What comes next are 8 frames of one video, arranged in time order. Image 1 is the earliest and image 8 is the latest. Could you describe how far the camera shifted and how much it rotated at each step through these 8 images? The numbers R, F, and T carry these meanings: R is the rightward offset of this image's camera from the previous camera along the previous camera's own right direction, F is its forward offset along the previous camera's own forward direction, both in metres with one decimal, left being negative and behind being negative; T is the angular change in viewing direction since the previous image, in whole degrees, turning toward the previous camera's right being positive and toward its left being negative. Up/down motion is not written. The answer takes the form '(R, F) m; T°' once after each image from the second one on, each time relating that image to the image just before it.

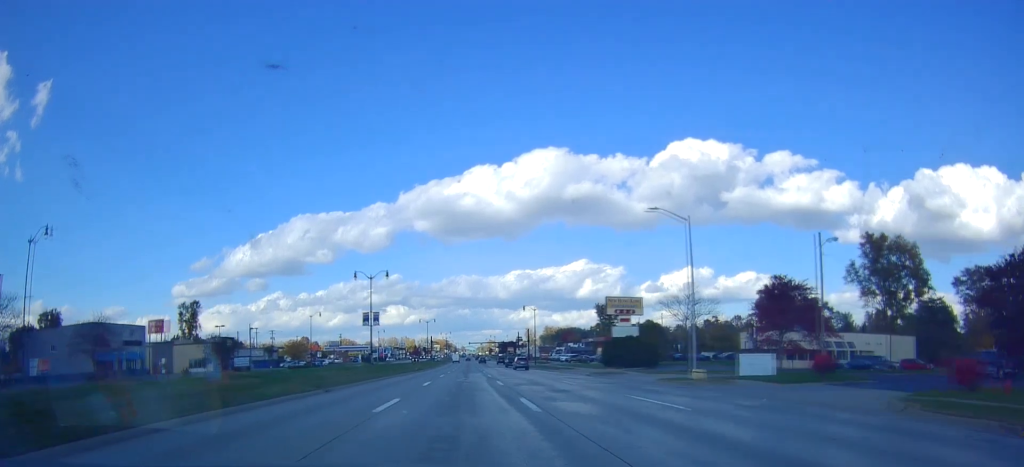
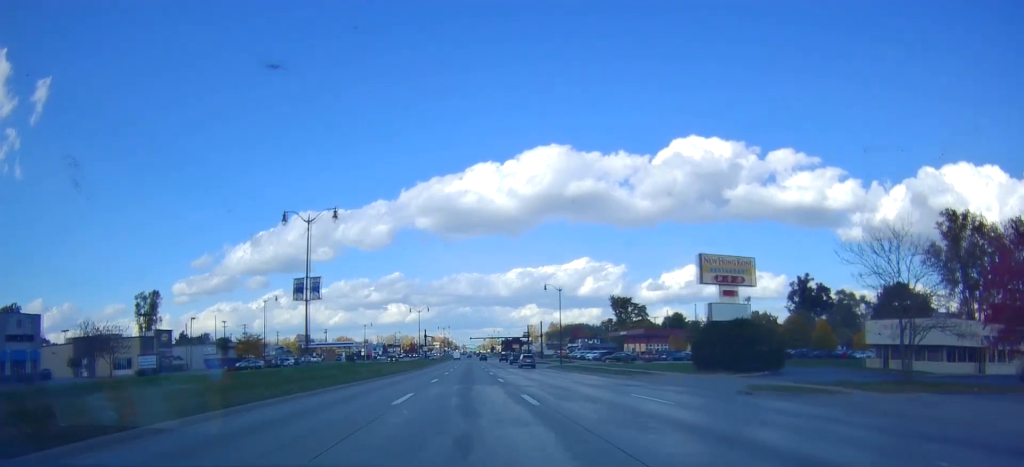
(+0.7, +27.3) m; +1°
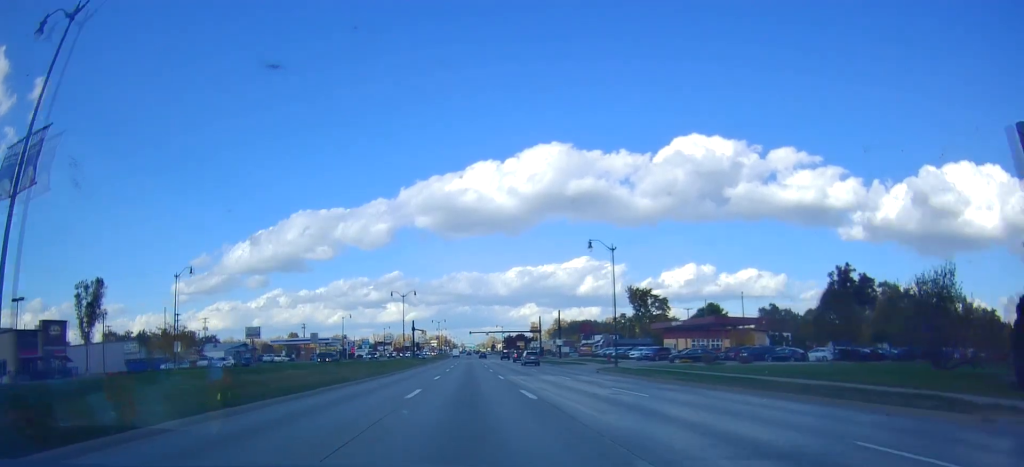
(0.0, +28.8) m; -1°
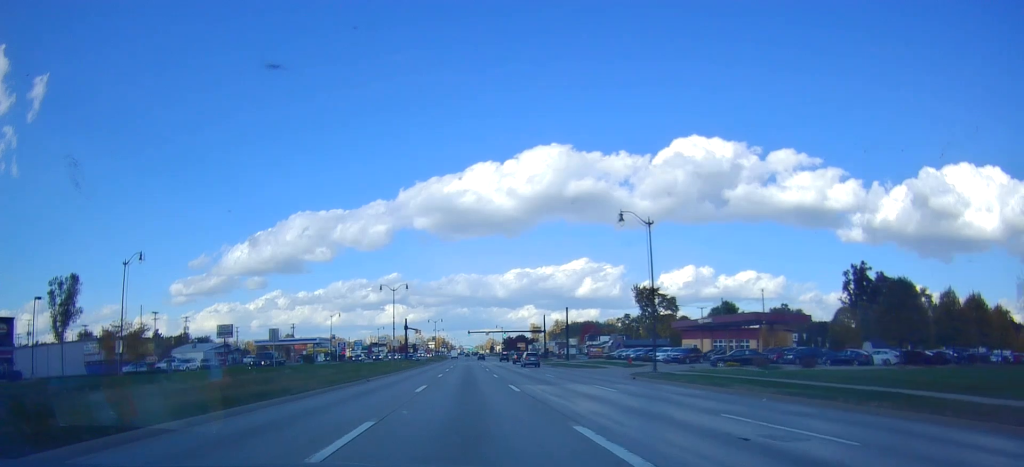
(-0.1, +10.6) m; 0°
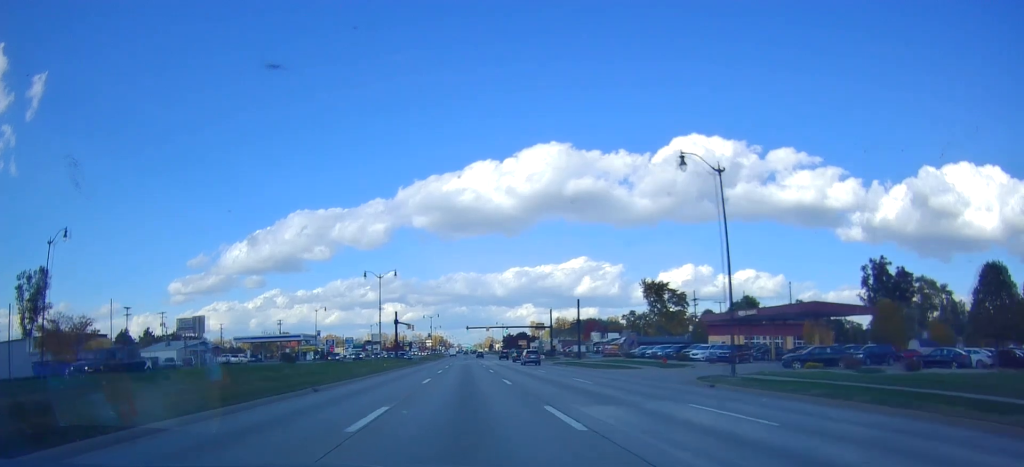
(-0.5, +12.0) m; 0°
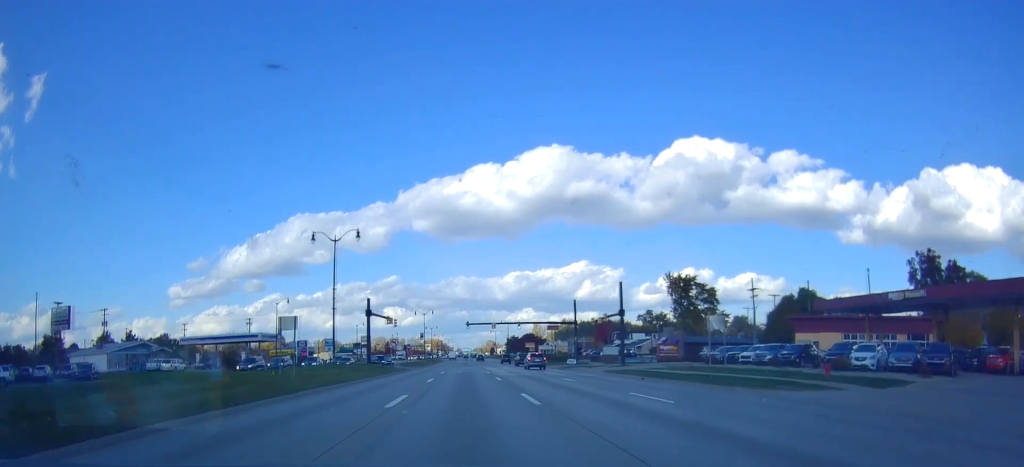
(+0.9, +25.2) m; +2°
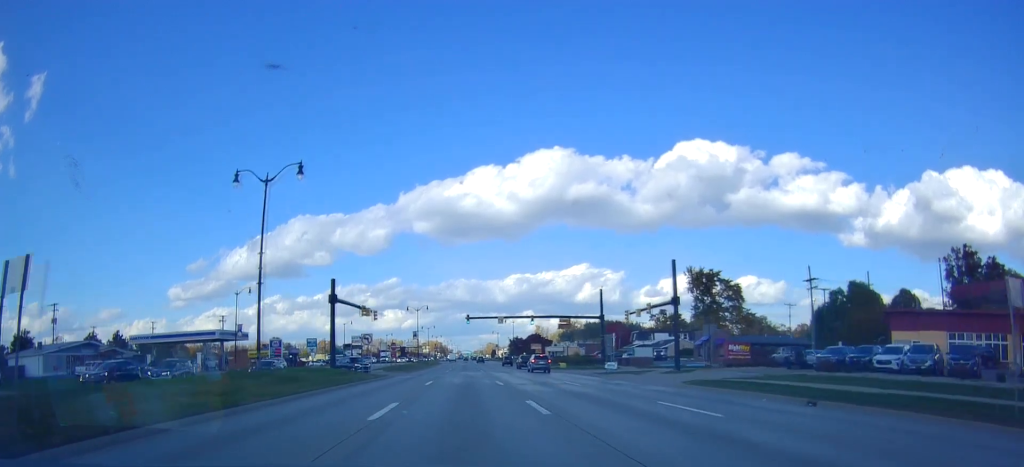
(0.0, +17.5) m; -1°
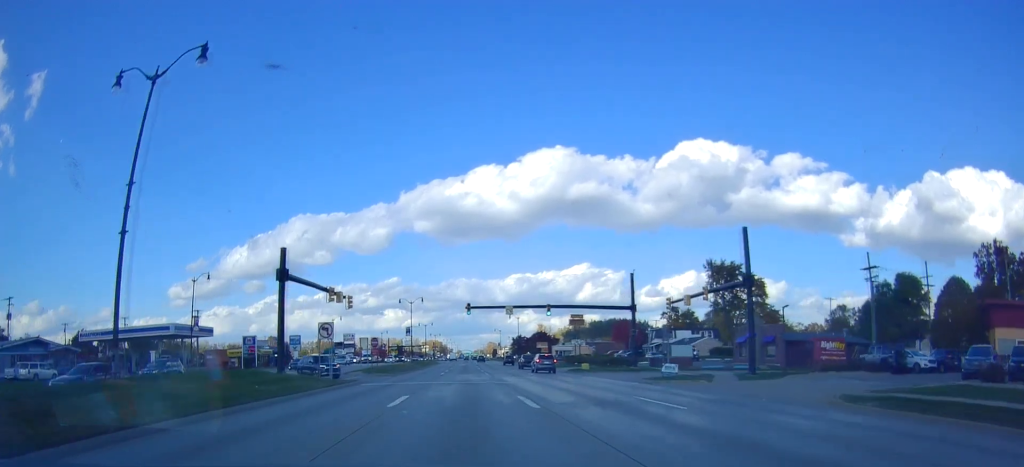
(-0.3, +13.4) m; 0°
